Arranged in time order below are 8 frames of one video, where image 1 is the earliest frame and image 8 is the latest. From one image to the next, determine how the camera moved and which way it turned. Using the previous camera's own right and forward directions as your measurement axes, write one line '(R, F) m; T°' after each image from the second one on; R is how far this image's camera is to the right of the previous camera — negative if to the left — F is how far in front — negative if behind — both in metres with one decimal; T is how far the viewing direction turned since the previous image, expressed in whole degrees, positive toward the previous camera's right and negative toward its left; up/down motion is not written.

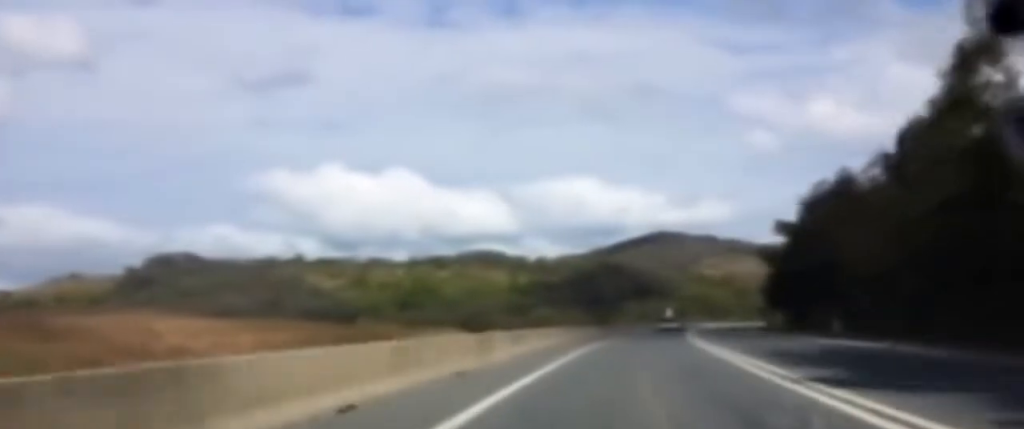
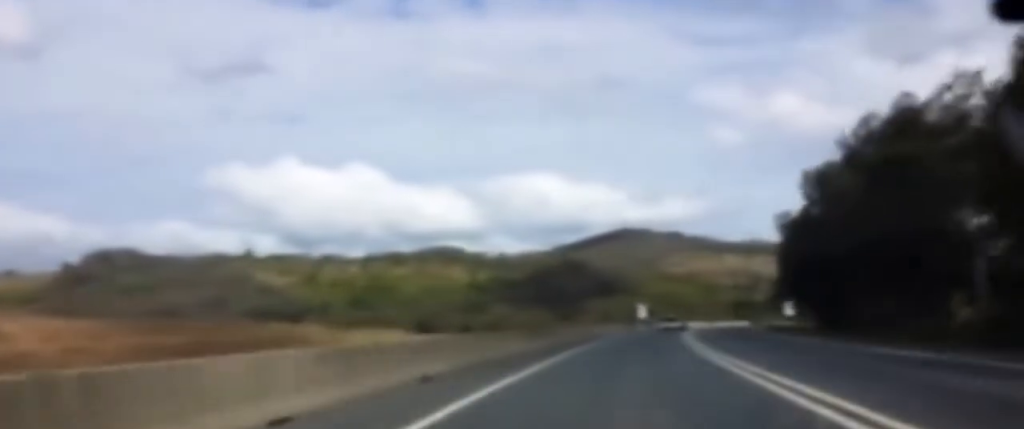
(+0.6, +25.1) m; +2°
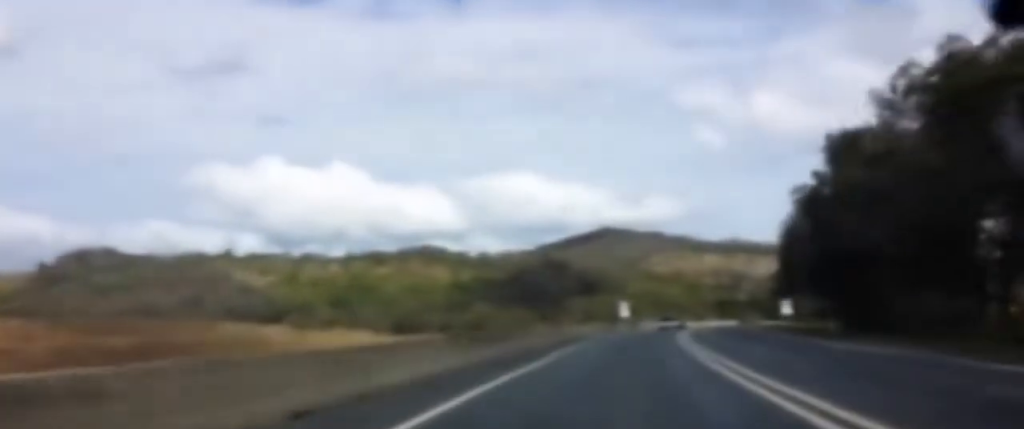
(+0.1, +11.1) m; +1°
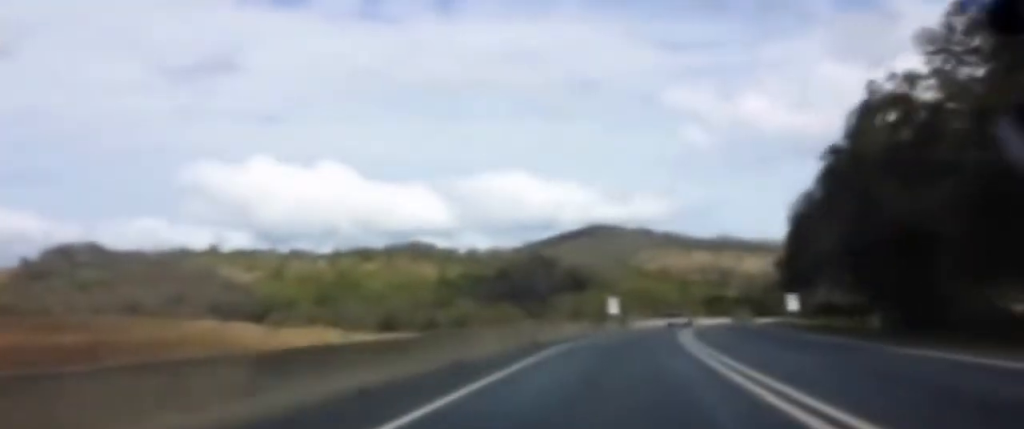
(0.0, +9.6) m; +1°
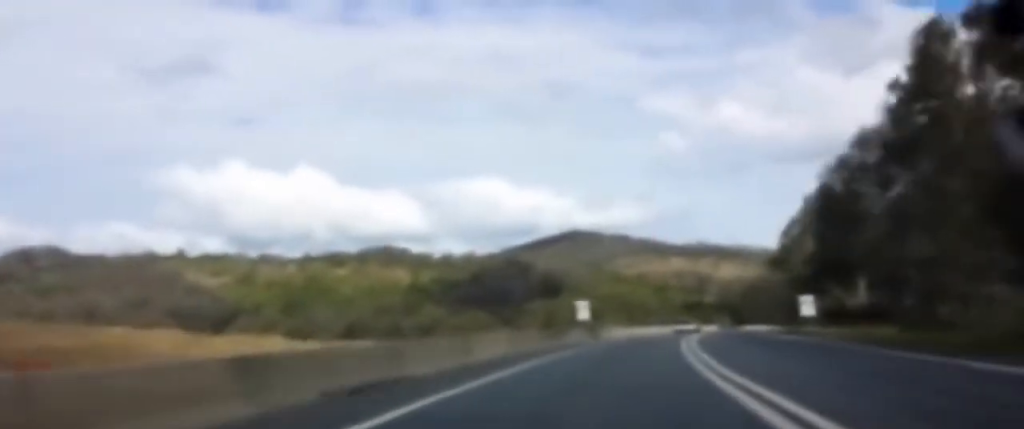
(+0.2, +16.9) m; +1°
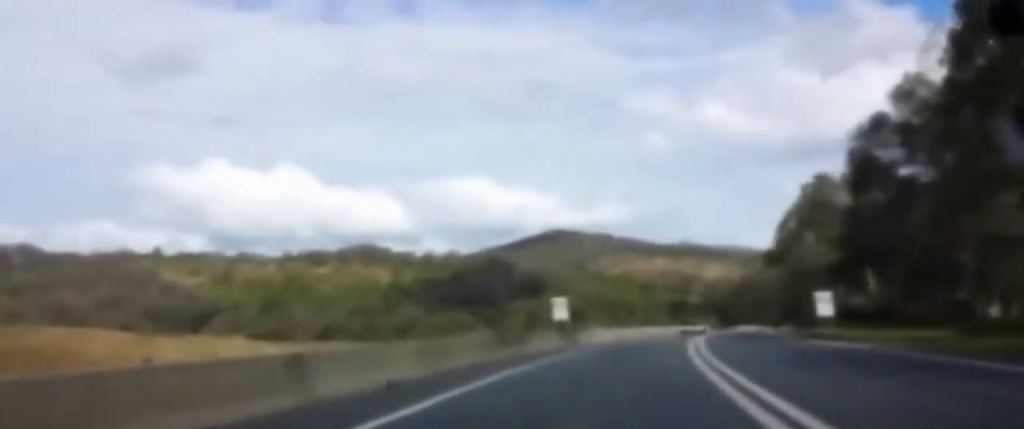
(0.0, +10.3) m; +1°
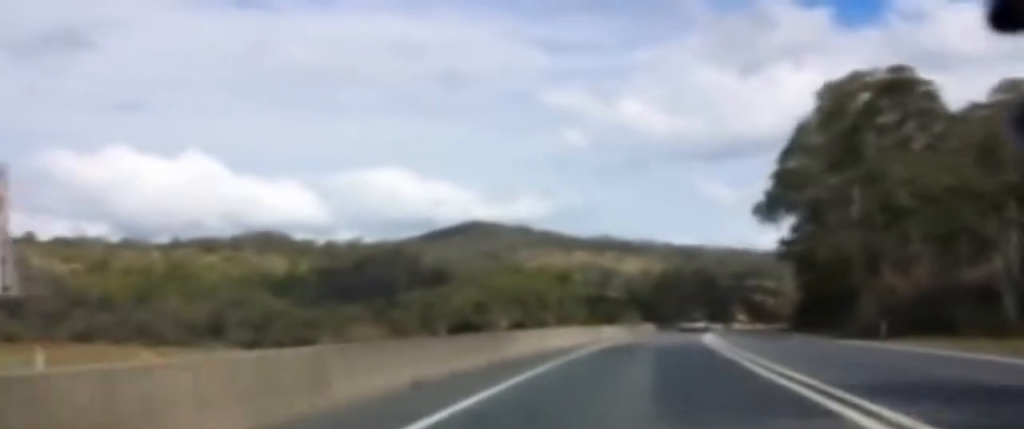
(+3.1, +46.8) m; +7°
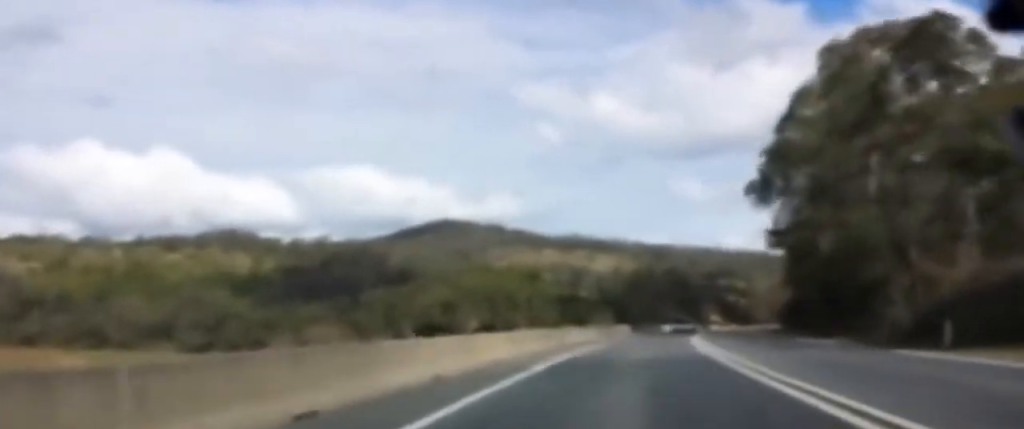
(-0.1, +9.5) m; +1°
